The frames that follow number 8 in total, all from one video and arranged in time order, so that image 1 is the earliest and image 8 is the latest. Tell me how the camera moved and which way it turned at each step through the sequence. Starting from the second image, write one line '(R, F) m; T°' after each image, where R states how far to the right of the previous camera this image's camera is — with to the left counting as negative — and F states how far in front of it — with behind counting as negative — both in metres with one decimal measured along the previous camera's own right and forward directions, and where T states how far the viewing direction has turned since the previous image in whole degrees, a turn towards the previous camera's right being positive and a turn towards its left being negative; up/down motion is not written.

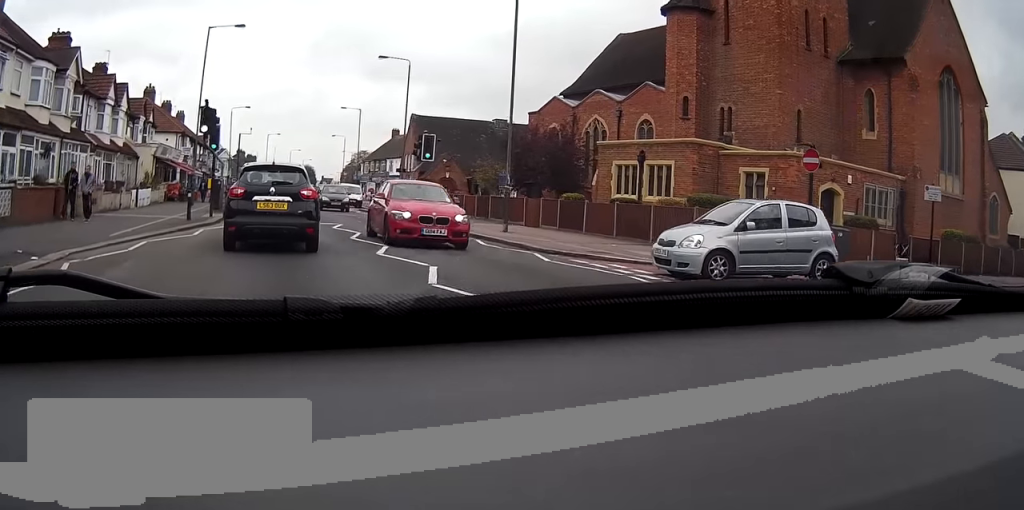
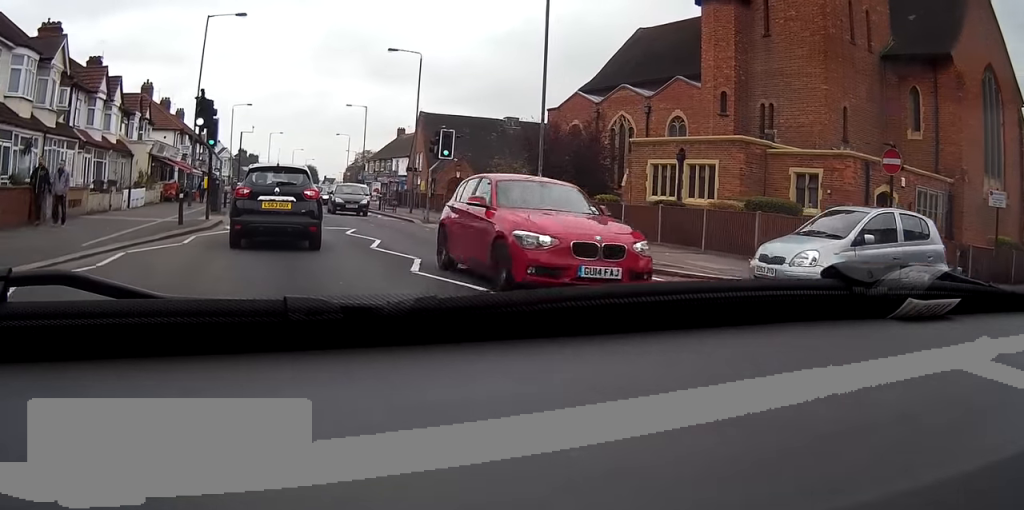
(0.0, +3.1) m; -1°
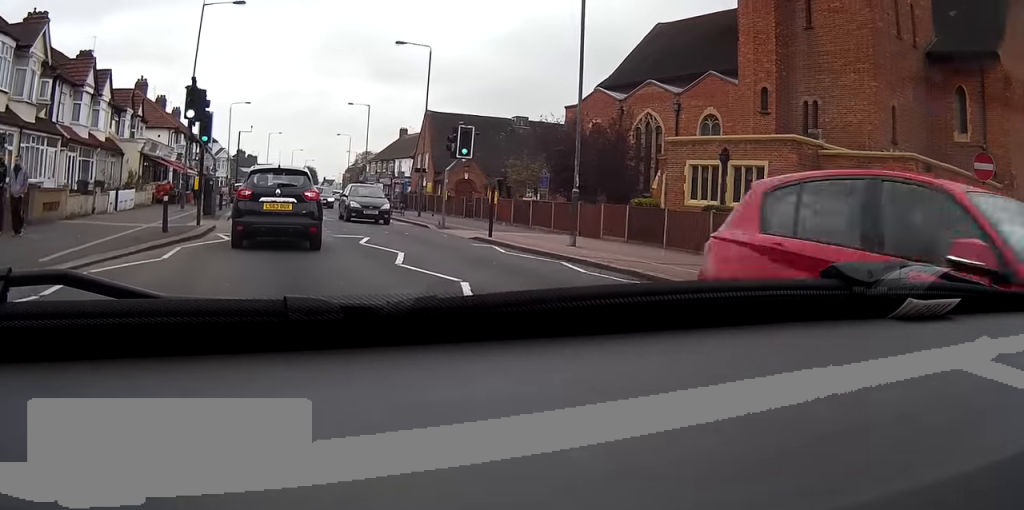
(0.0, +3.0) m; 0°
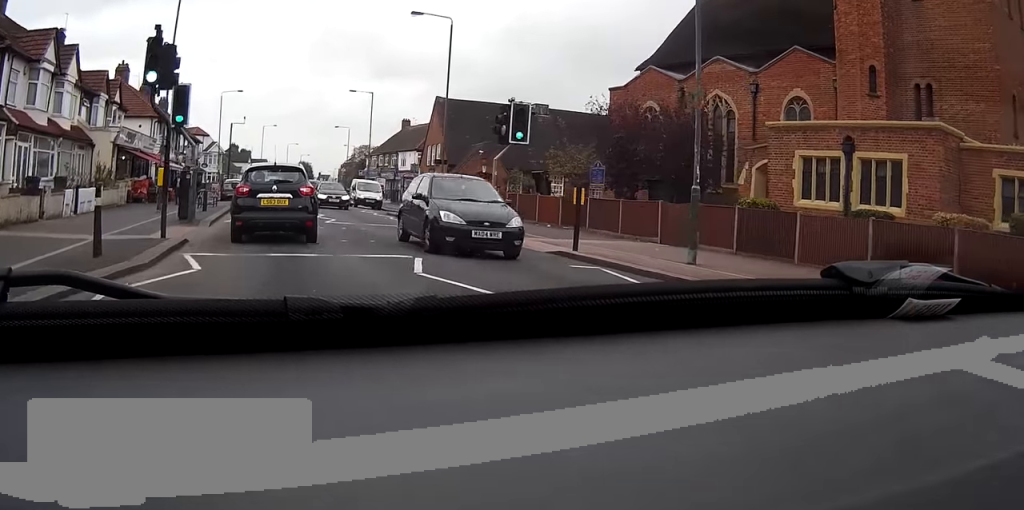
(0.0, +6.7) m; -1°
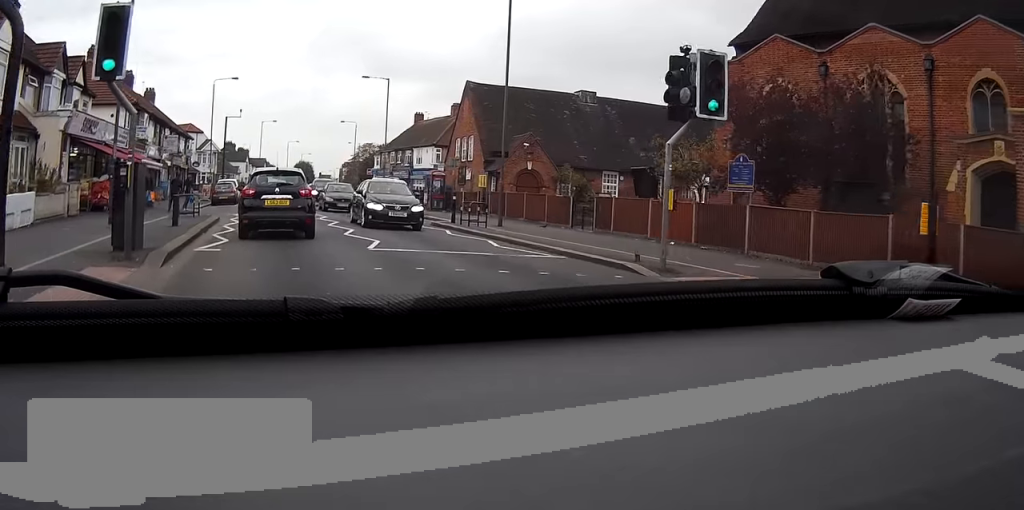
(-0.1, +9.9) m; -1°
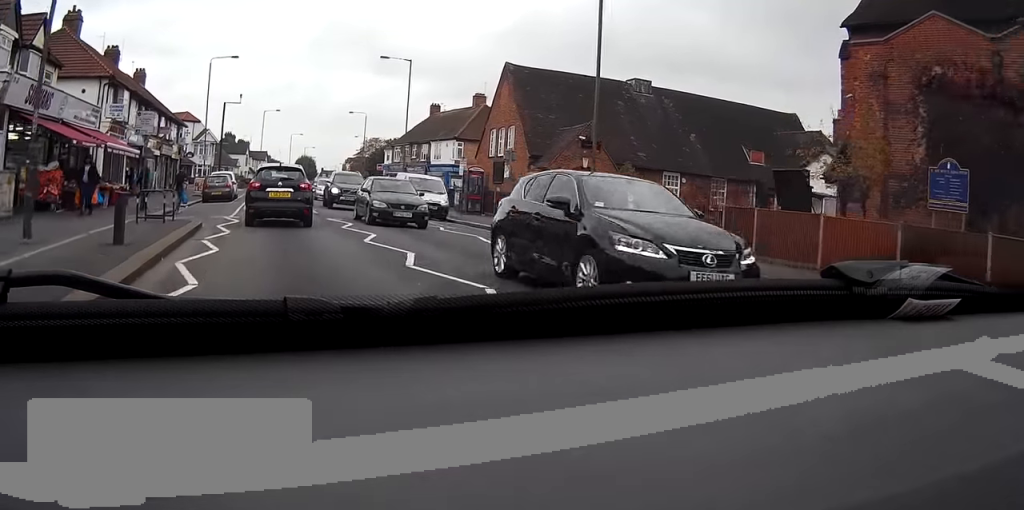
(0.0, +8.1) m; +1°
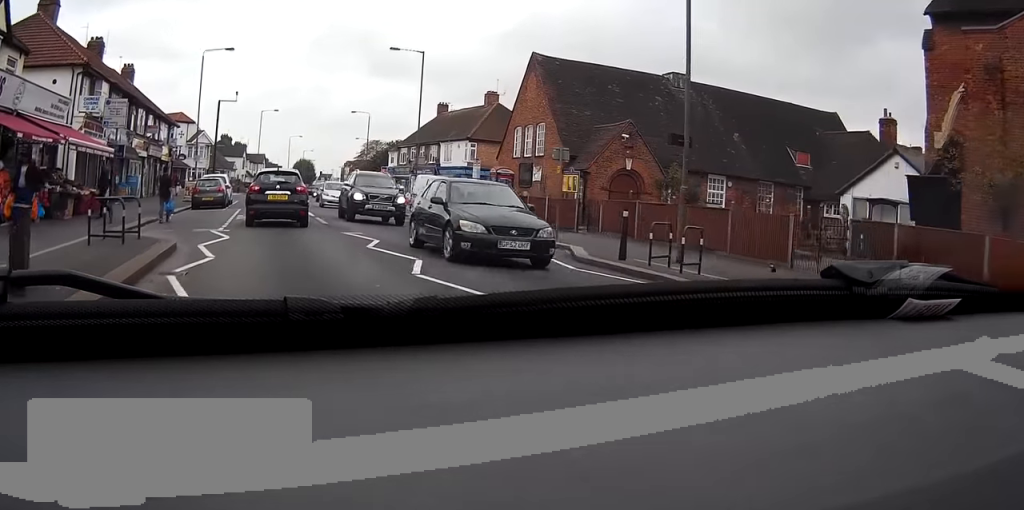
(0.0, +5.1) m; +1°
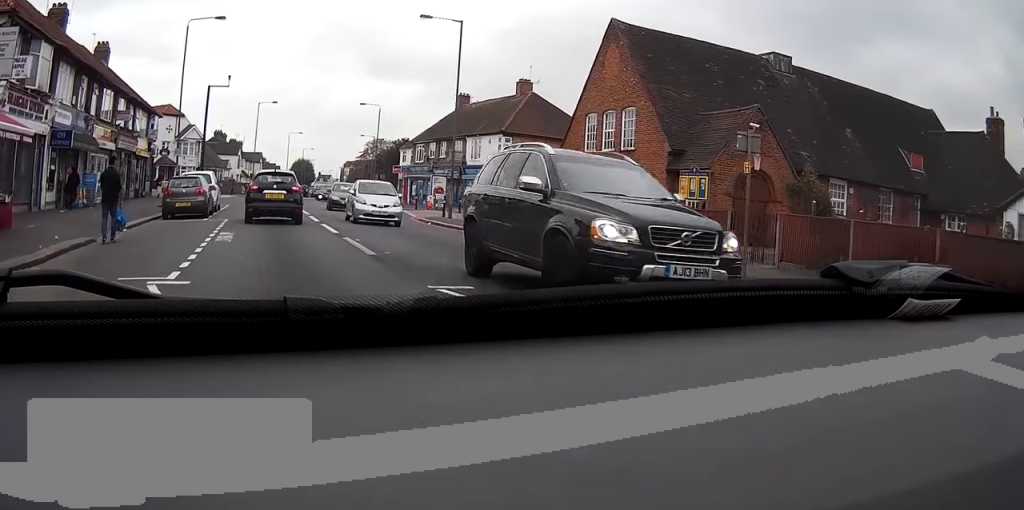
(0.0, +10.3) m; 0°
